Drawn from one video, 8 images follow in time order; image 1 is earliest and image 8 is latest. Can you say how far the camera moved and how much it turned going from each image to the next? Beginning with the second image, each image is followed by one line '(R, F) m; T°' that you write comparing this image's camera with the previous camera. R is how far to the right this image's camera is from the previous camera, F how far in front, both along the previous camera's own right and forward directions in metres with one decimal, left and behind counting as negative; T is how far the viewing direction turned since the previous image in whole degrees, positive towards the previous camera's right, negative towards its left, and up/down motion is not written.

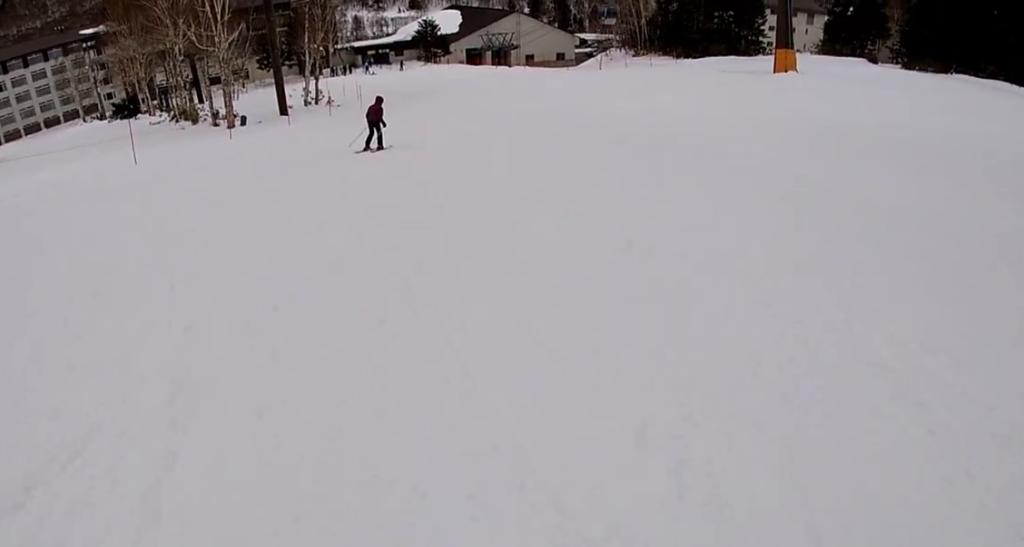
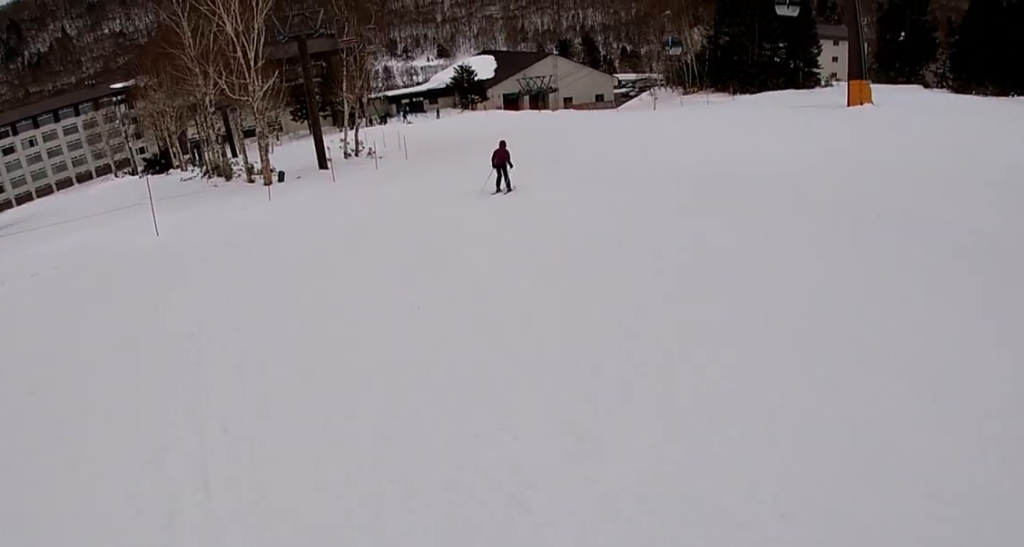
(+0.3, +4.4) m; -3°
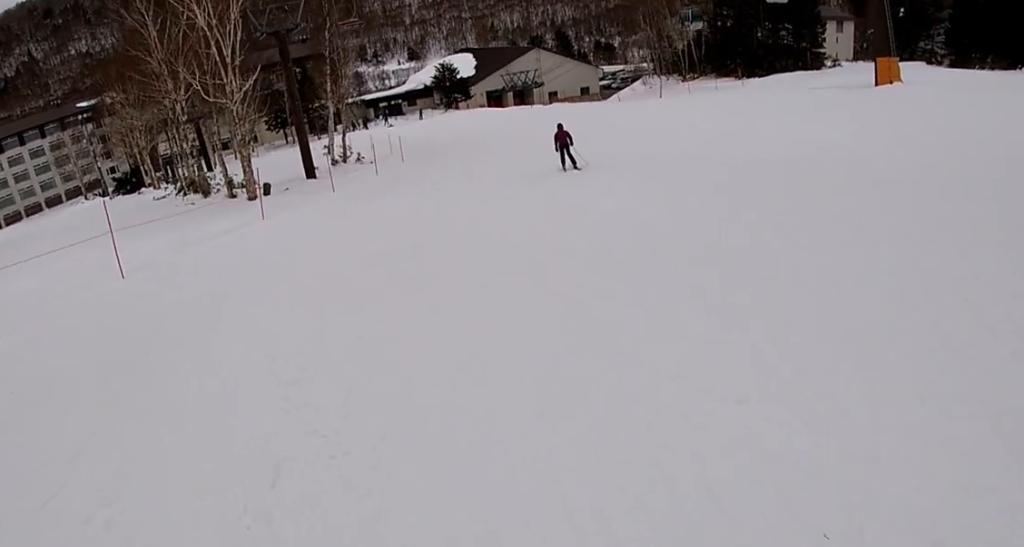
(-1.0, +4.6) m; +1°
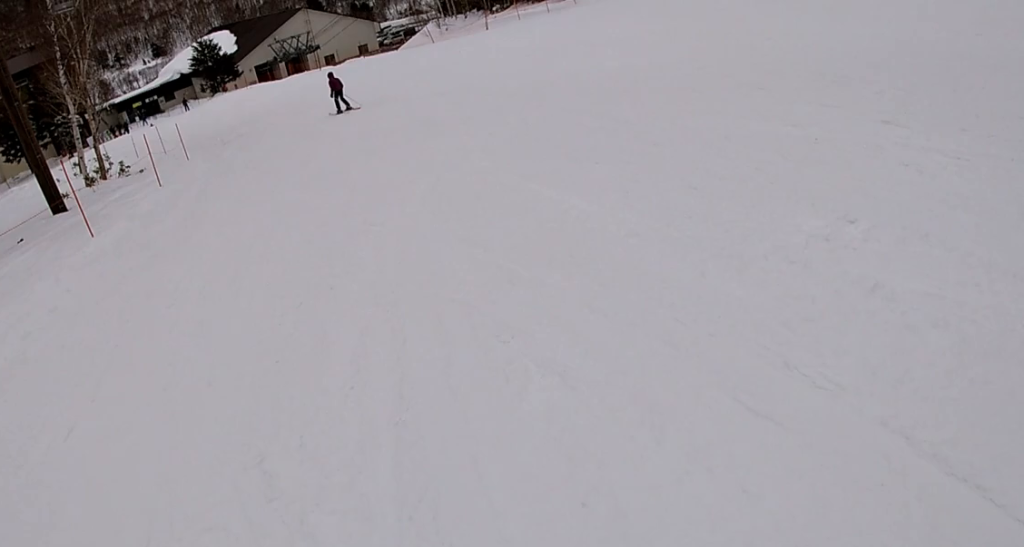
(+1.7, +10.7) m; +19°
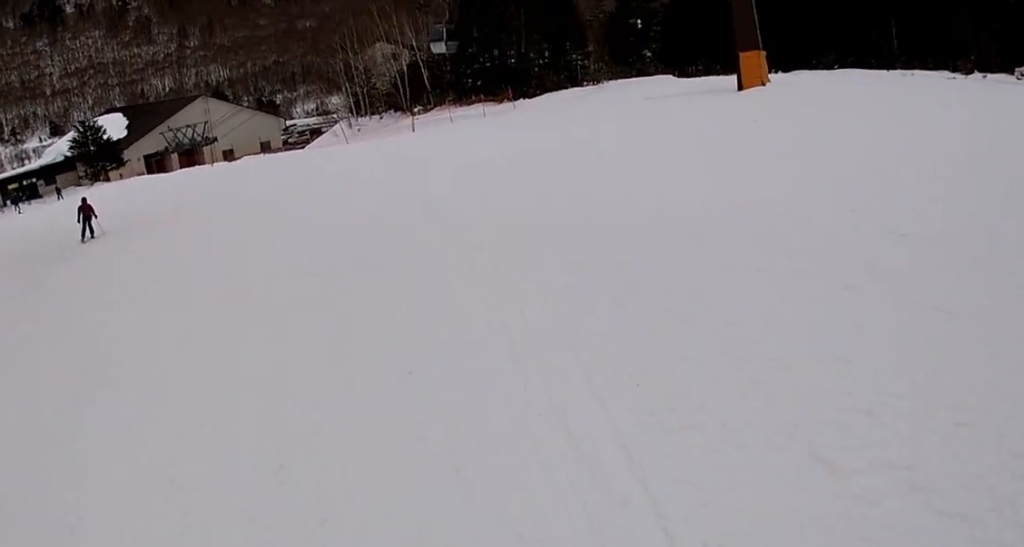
(+0.7, +8.8) m; +10°
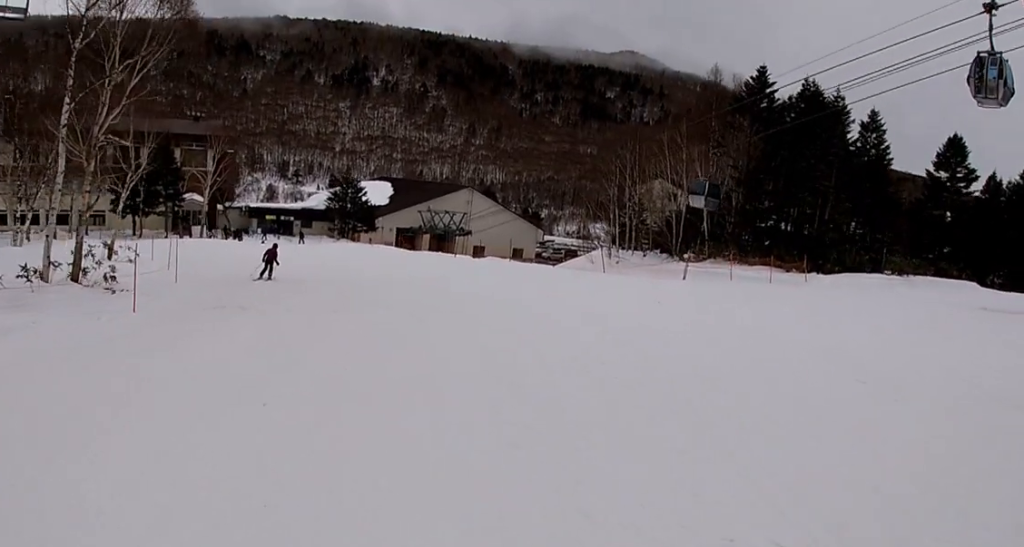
(+0.8, +5.4) m; -7°
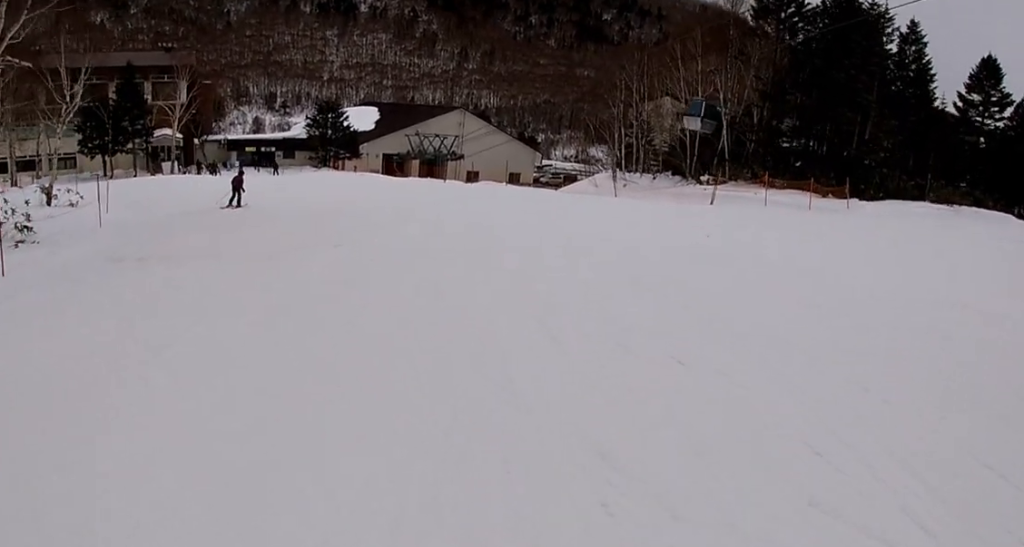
(+0.2, +3.9) m; -8°
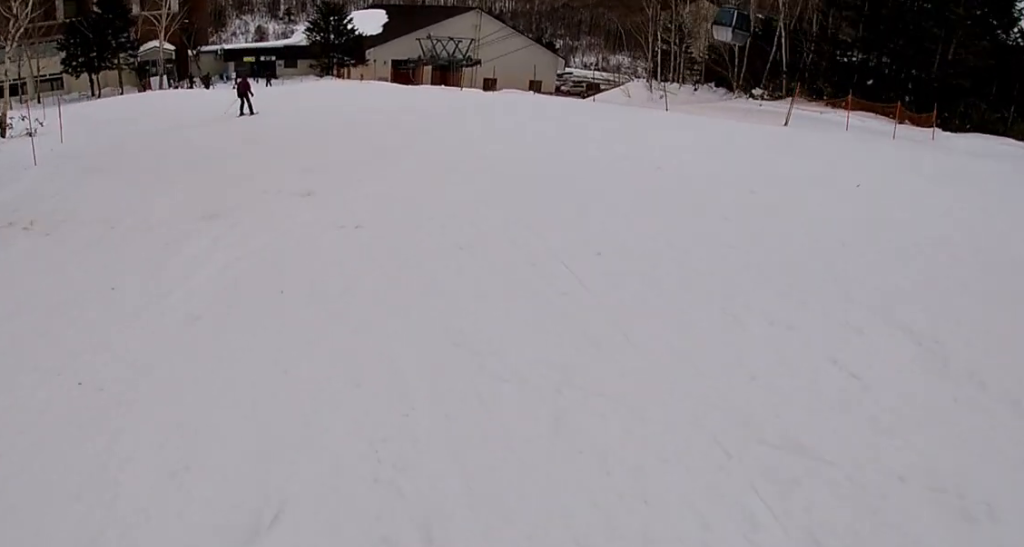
(-1.0, +3.7) m; -11°
